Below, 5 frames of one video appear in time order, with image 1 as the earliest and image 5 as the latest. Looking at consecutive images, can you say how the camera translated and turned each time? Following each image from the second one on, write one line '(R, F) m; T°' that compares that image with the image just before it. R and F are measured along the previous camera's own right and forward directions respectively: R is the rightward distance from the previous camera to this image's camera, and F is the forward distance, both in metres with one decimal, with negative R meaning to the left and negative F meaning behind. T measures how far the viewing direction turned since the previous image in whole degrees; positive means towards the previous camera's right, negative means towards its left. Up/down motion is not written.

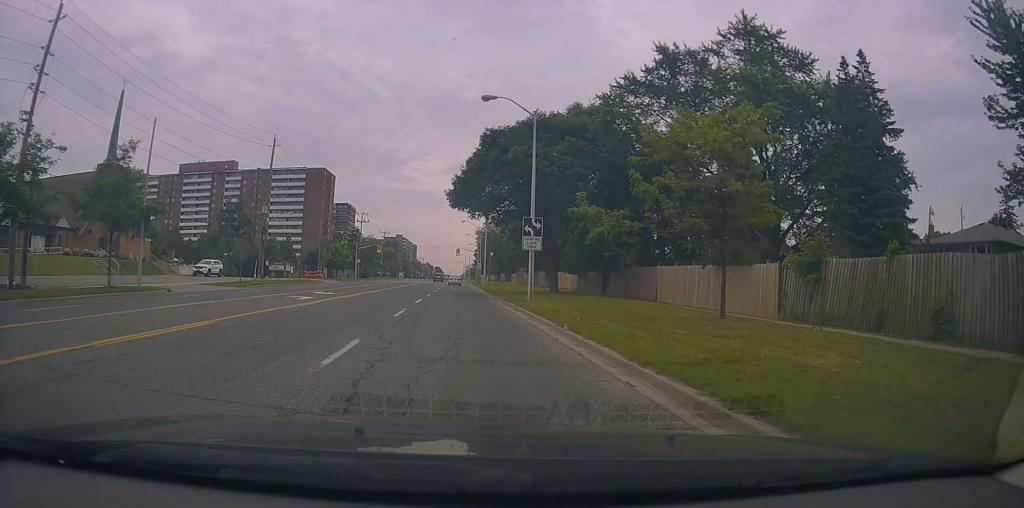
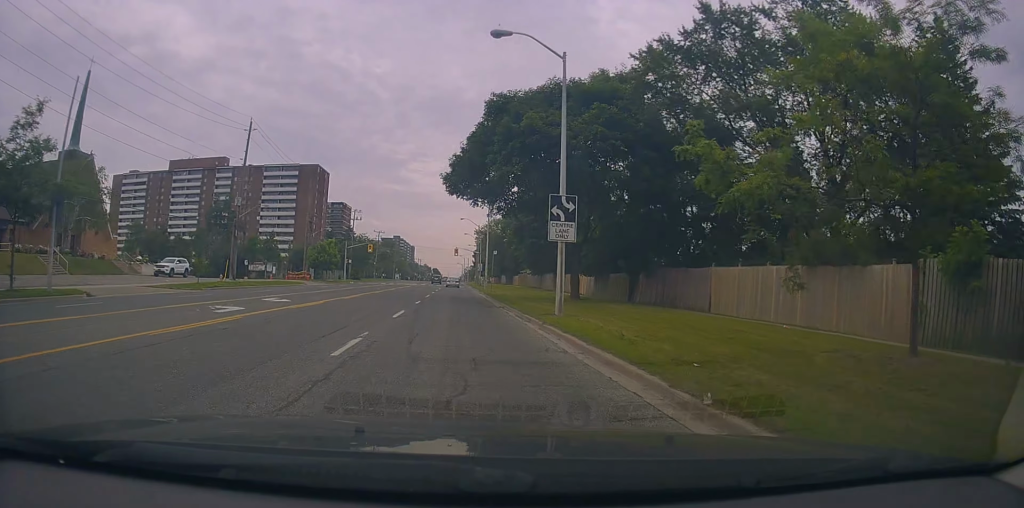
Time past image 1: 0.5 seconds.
(-0.1, +8.0) m; -1°
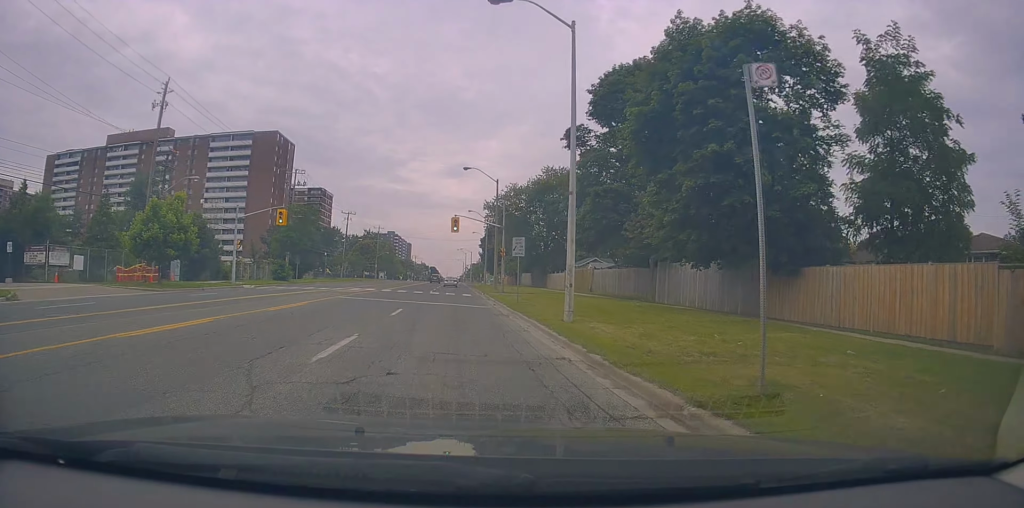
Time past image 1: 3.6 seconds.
(+0.2, +44.6) m; 0°
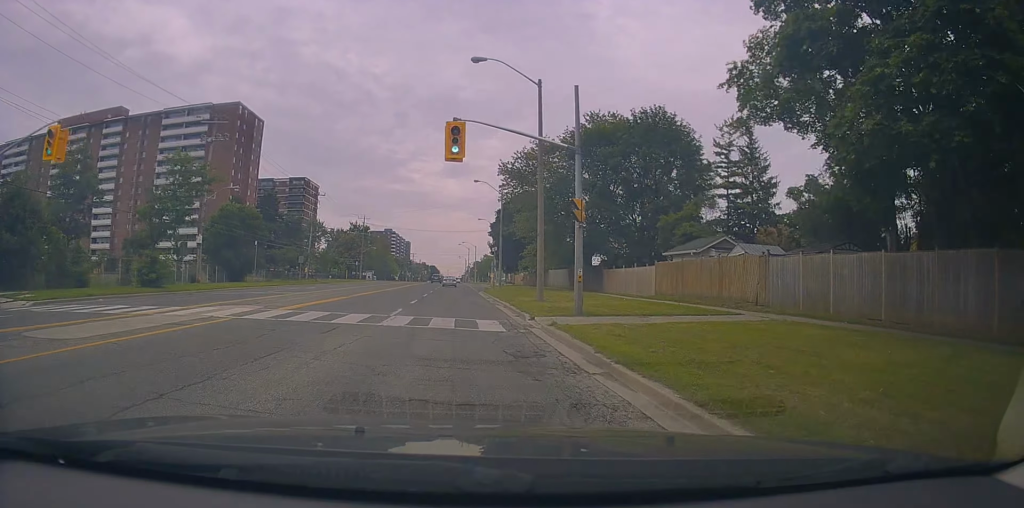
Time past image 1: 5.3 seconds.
(0.0, +27.0) m; +1°
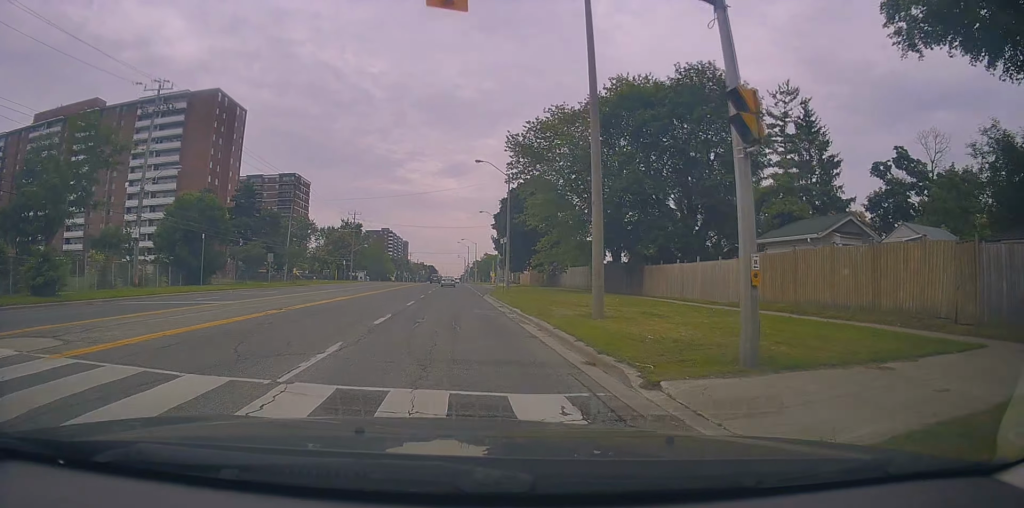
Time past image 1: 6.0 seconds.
(-0.1, +10.1) m; 0°
